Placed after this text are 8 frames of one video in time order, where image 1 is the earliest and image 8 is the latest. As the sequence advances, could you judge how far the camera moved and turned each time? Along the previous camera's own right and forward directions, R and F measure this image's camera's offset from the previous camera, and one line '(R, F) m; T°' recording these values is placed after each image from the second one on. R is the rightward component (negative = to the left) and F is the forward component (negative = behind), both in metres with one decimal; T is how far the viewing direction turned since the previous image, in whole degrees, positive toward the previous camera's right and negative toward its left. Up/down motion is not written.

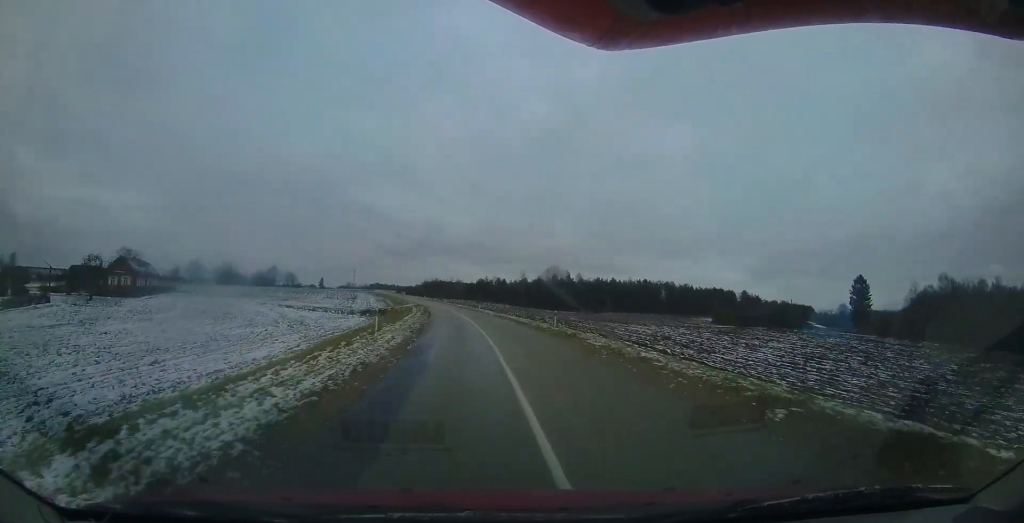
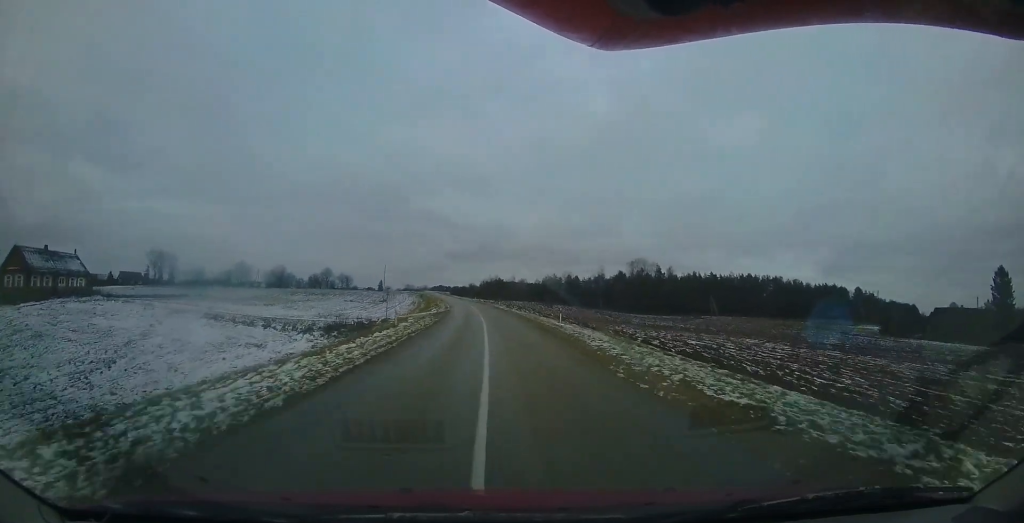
(-3.7, +27.7) m; -13°
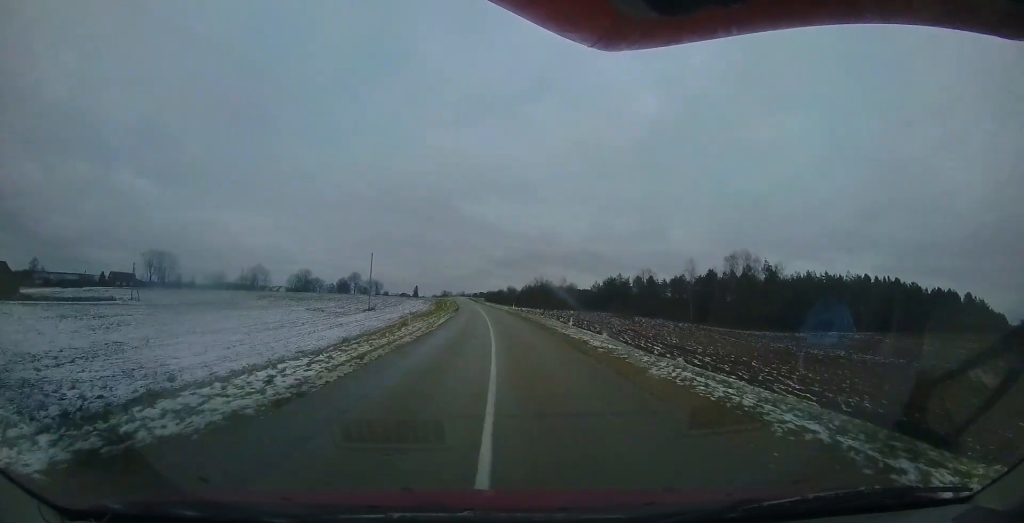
(-1.8, +32.3) m; -8°
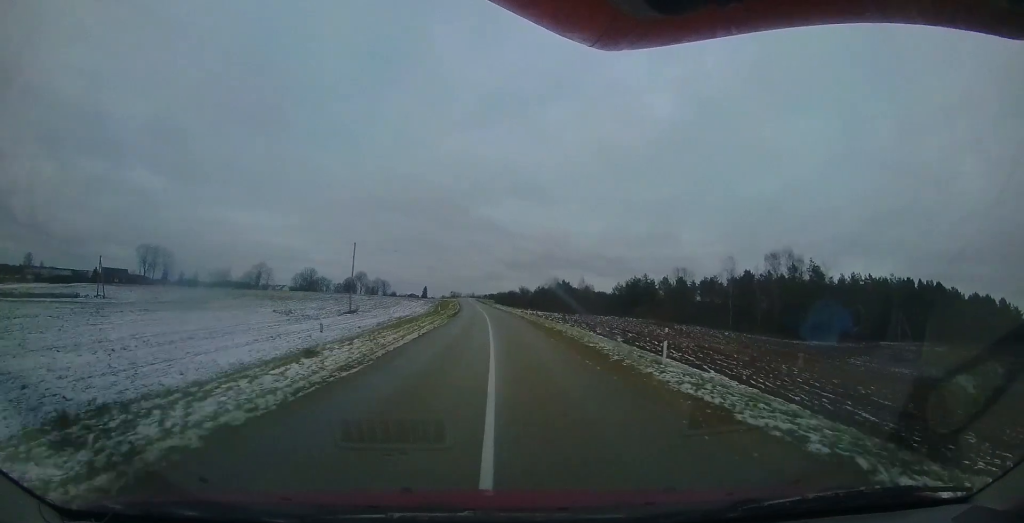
(-0.3, +10.5) m; -3°
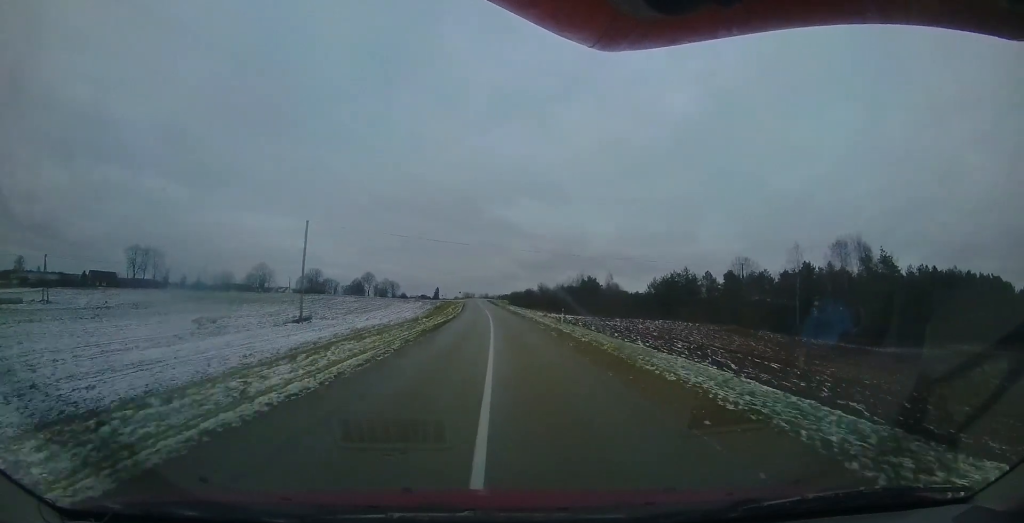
(-0.4, +14.1) m; -5°
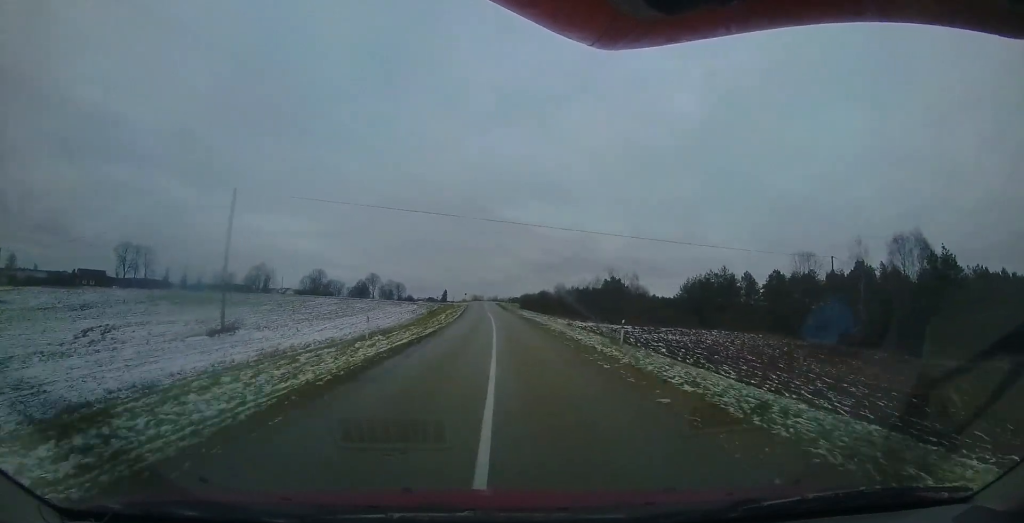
(-0.6, +10.6) m; -2°
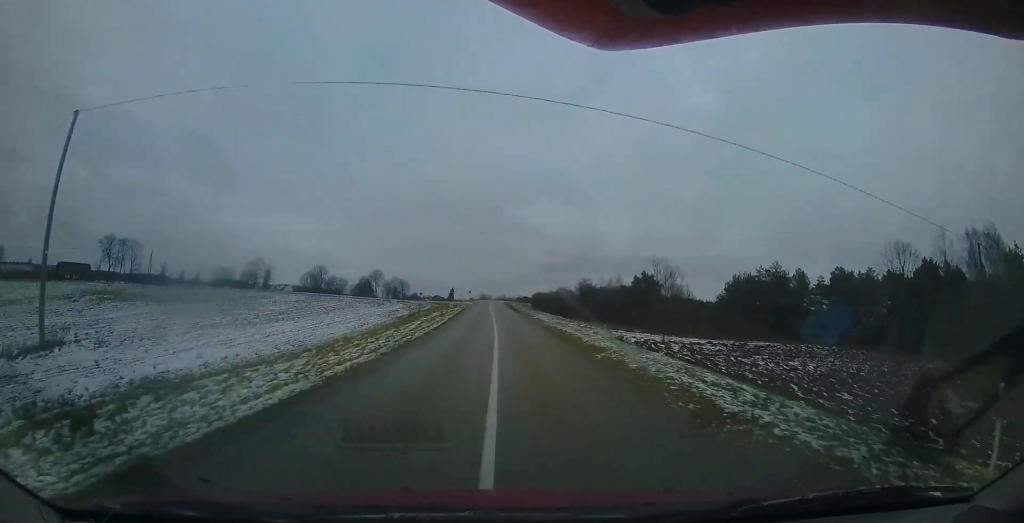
(-0.2, +11.7) m; -2°
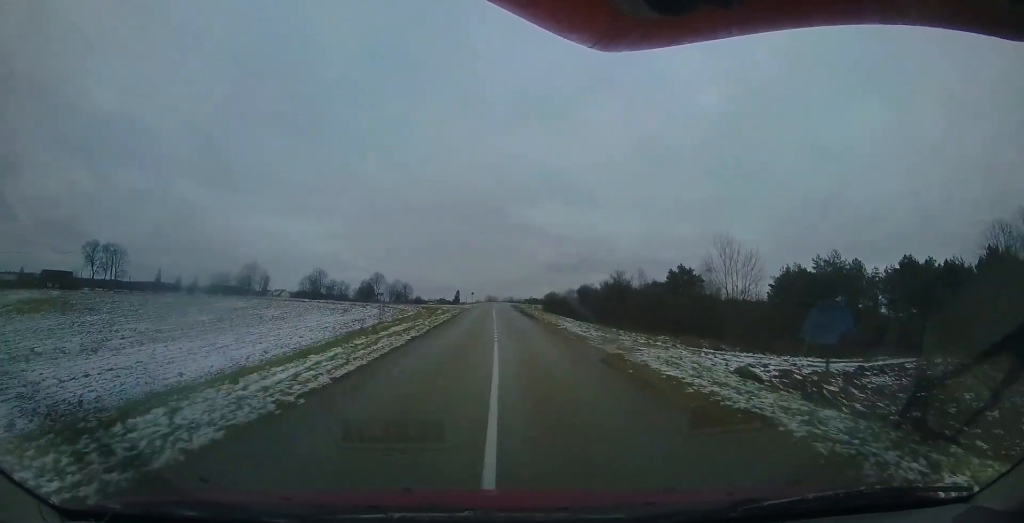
(+0.1, +10.5) m; -1°
